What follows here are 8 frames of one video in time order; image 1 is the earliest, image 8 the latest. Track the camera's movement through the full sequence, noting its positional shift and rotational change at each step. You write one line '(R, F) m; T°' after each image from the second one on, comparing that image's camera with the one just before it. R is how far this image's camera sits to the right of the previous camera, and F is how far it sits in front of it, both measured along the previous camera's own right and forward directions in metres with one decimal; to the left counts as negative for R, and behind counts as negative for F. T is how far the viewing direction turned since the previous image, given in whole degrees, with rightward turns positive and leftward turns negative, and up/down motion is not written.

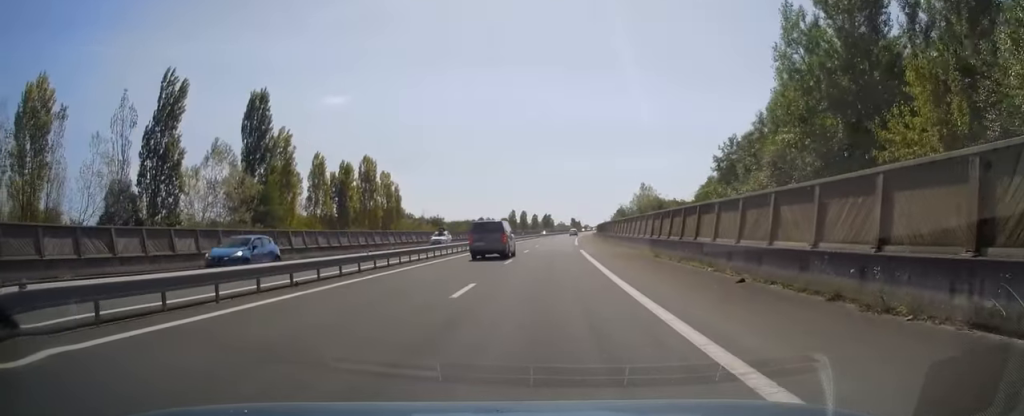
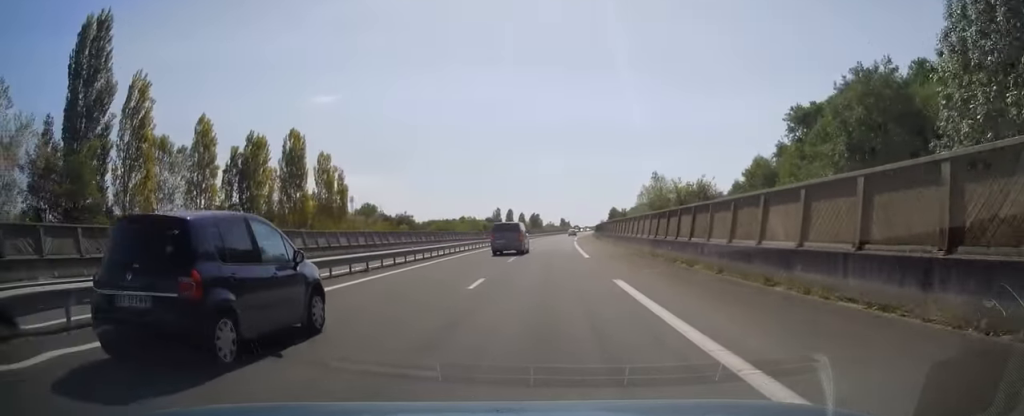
(0.0, +24.6) m; +1°
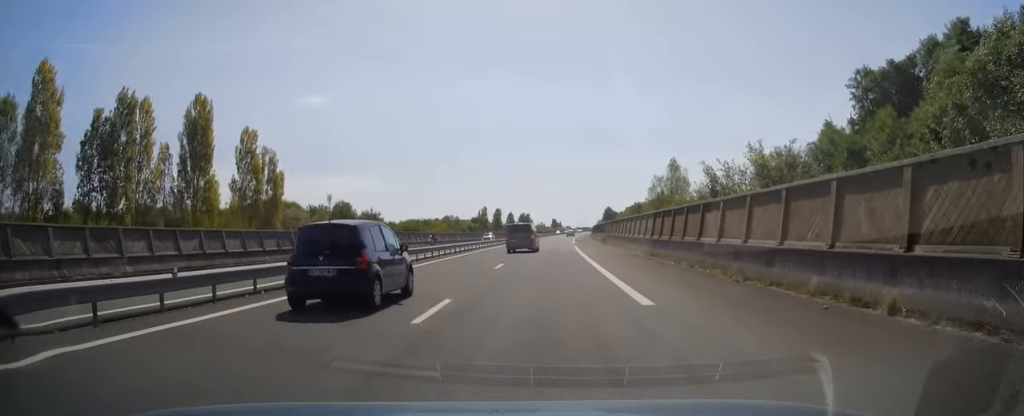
(+0.5, +19.2) m; +1°
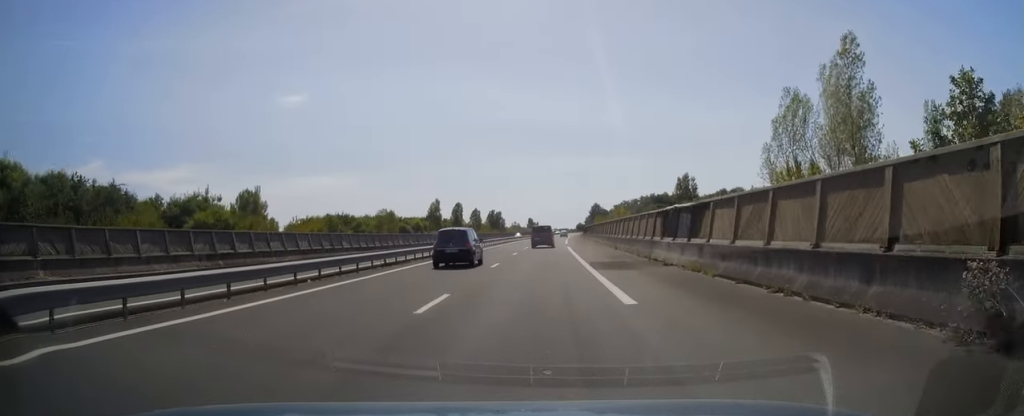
(+0.8, +52.6) m; +2°
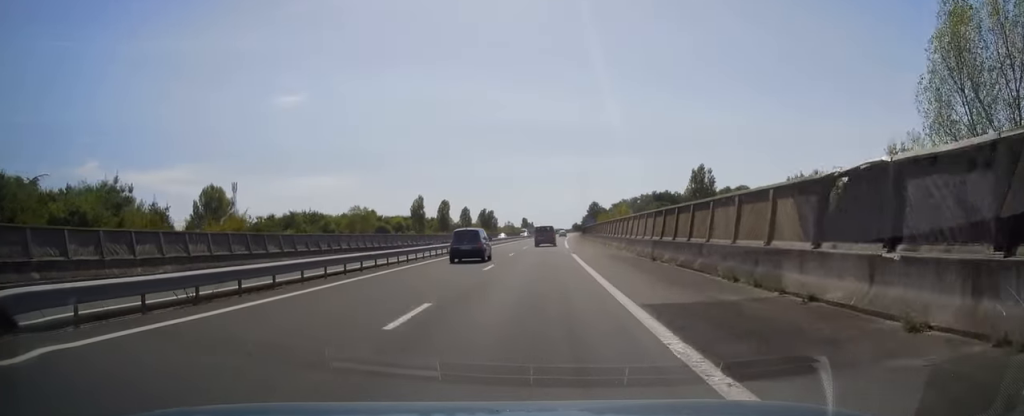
(+0.2, +15.3) m; +1°
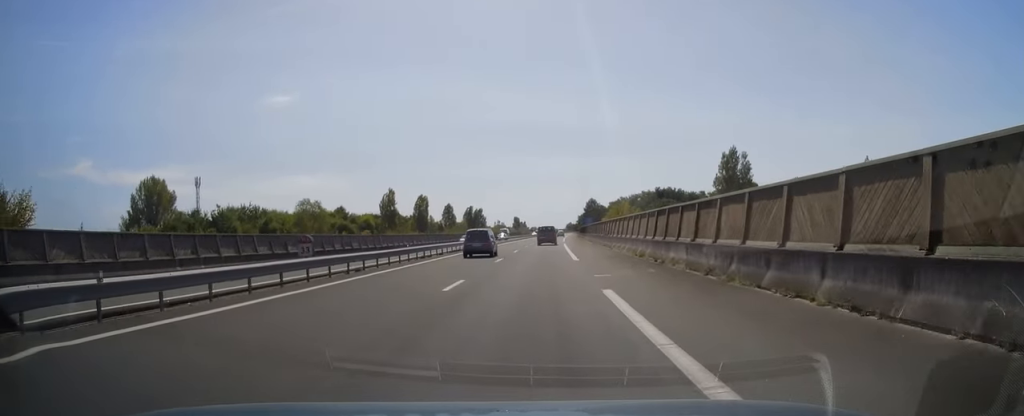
(0.0, +21.1) m; +1°
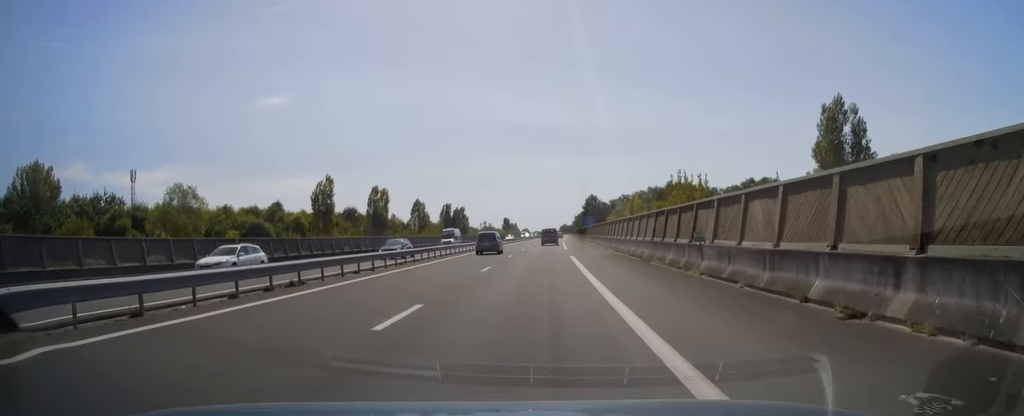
(+0.3, +32.5) m; +1°
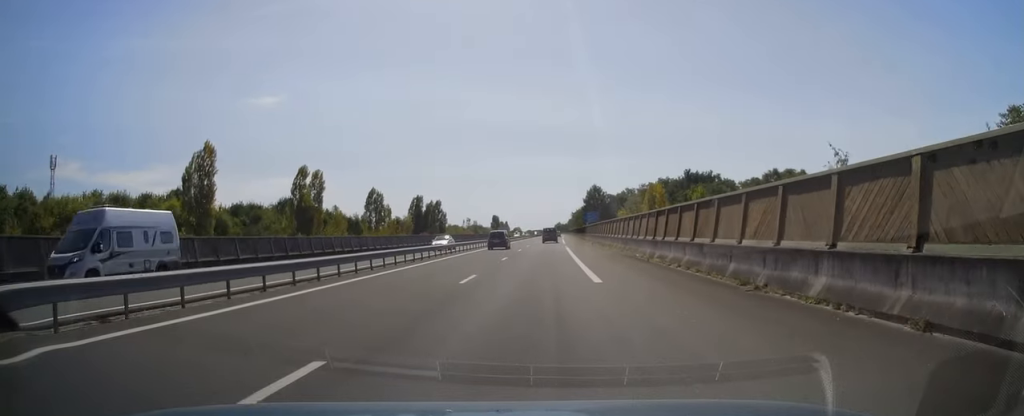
(+0.1, +32.6) m; 0°
